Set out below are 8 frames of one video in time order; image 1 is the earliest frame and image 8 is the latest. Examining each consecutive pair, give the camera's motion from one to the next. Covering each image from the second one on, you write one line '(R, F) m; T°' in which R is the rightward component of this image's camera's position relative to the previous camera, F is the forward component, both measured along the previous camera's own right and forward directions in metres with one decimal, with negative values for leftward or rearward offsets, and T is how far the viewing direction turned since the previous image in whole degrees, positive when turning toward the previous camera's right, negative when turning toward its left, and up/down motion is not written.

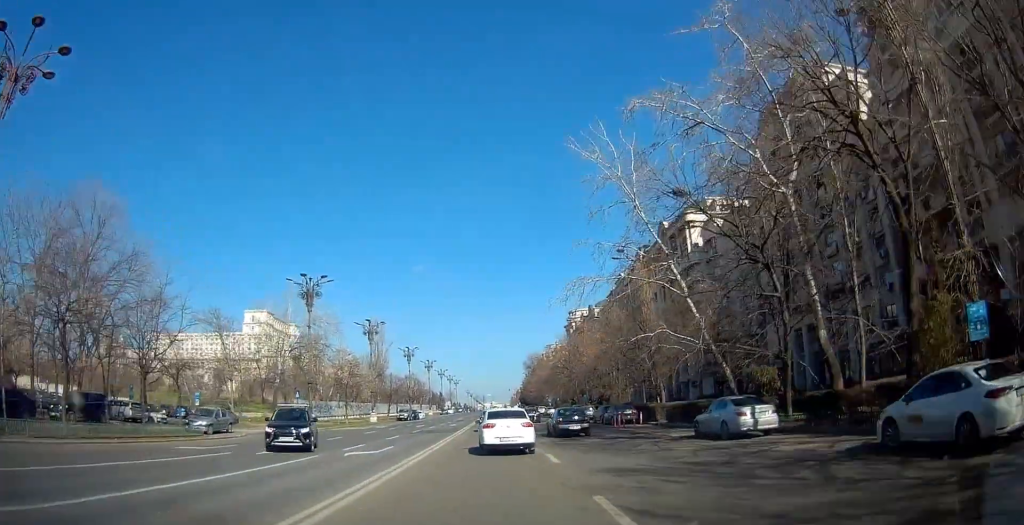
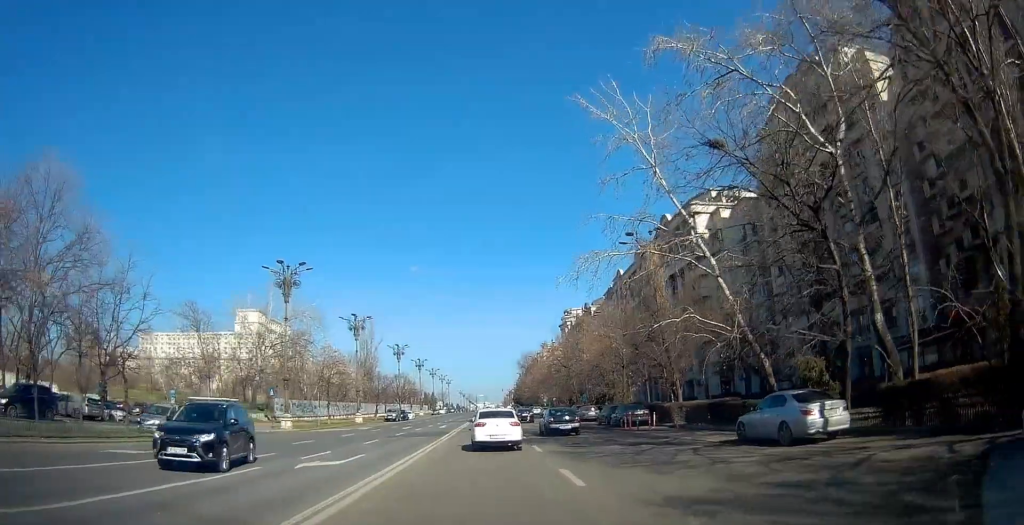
(0.0, +4.2) m; +2°
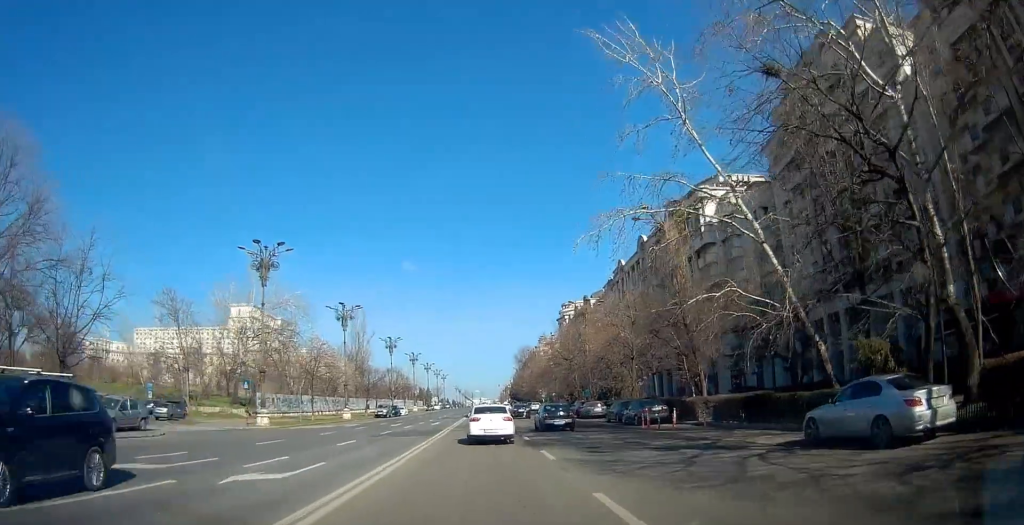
(+0.1, +4.1) m; +1°
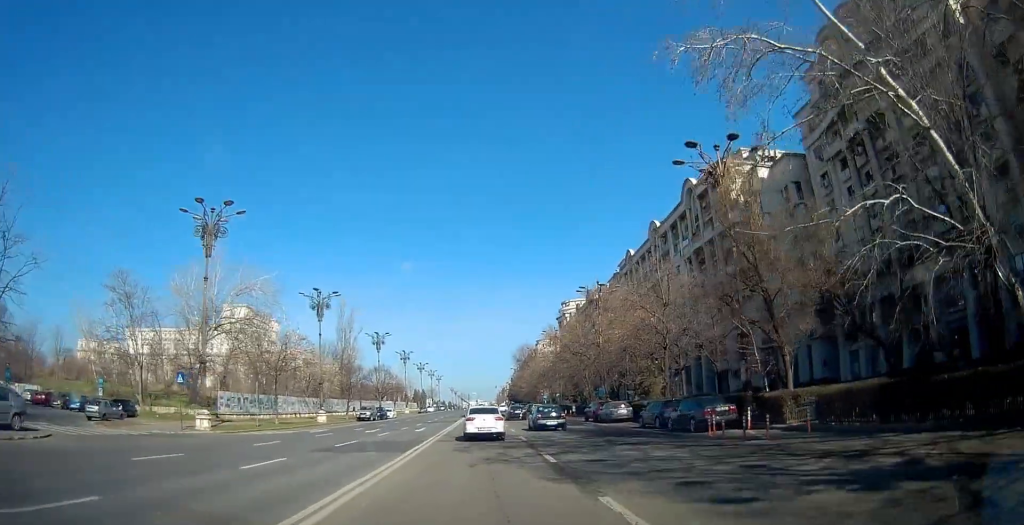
(+0.2, +8.8) m; 0°
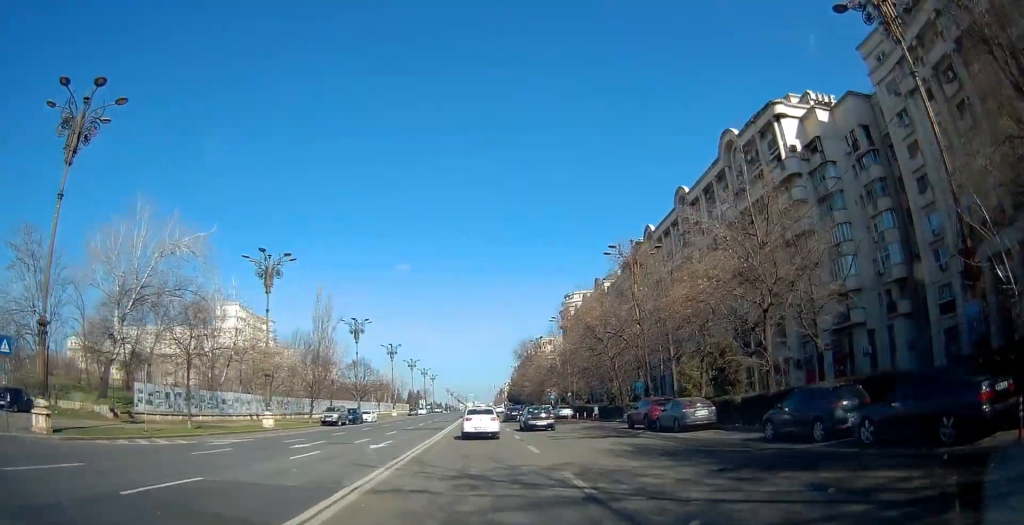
(-0.1, +13.7) m; 0°
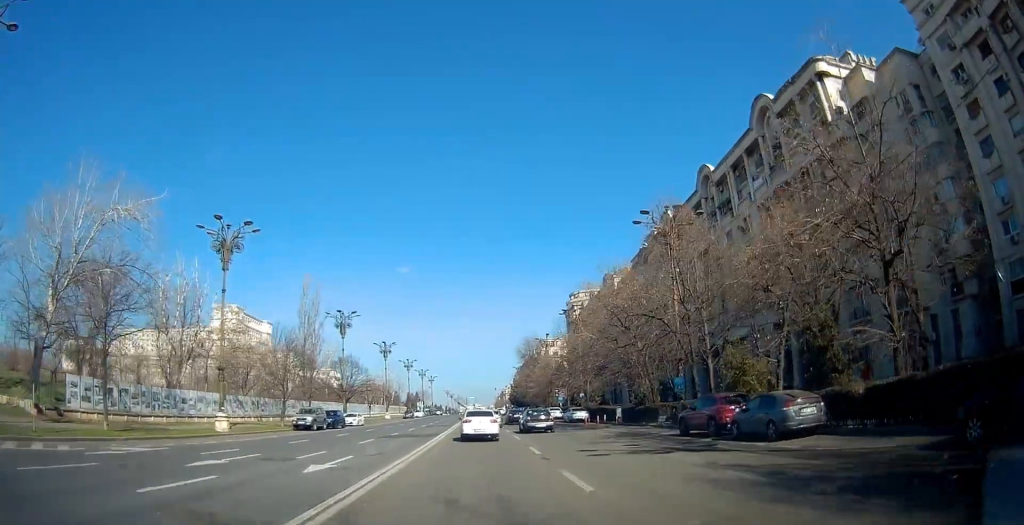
(0.0, +7.9) m; +1°
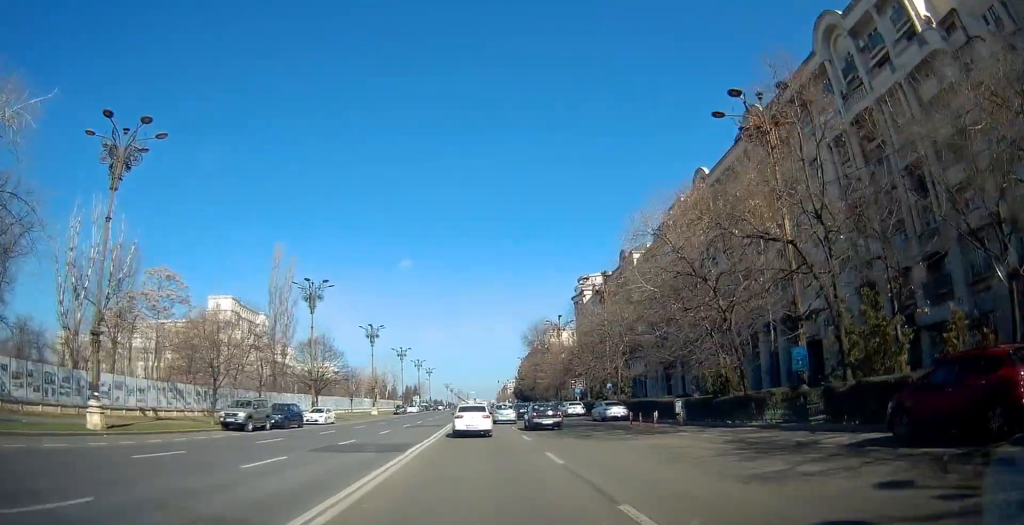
(+0.1, +12.6) m; 0°
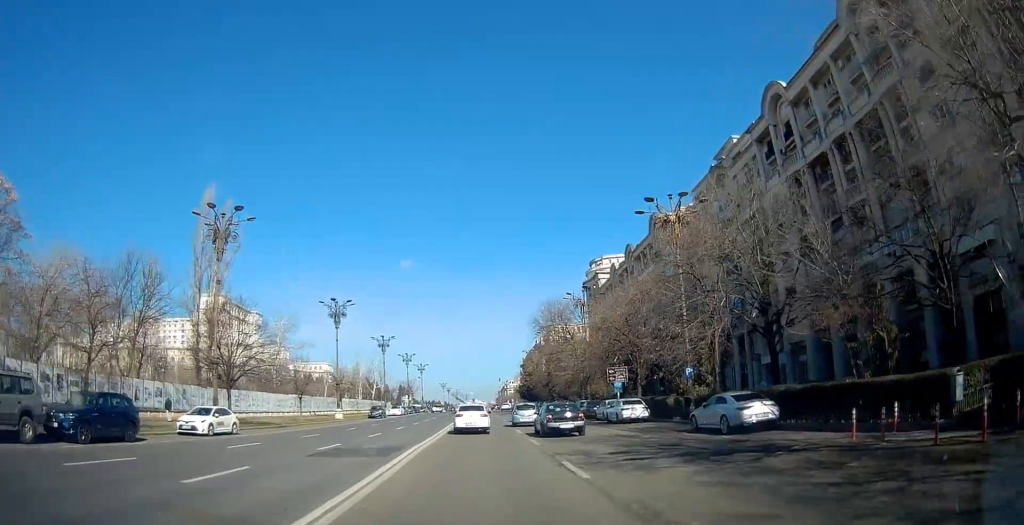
(-0.4, +20.9) m; -2°
